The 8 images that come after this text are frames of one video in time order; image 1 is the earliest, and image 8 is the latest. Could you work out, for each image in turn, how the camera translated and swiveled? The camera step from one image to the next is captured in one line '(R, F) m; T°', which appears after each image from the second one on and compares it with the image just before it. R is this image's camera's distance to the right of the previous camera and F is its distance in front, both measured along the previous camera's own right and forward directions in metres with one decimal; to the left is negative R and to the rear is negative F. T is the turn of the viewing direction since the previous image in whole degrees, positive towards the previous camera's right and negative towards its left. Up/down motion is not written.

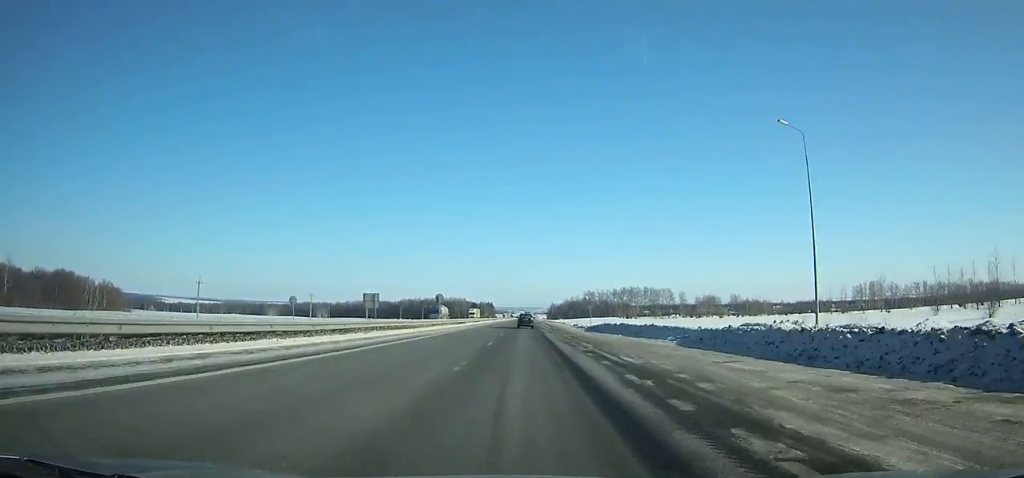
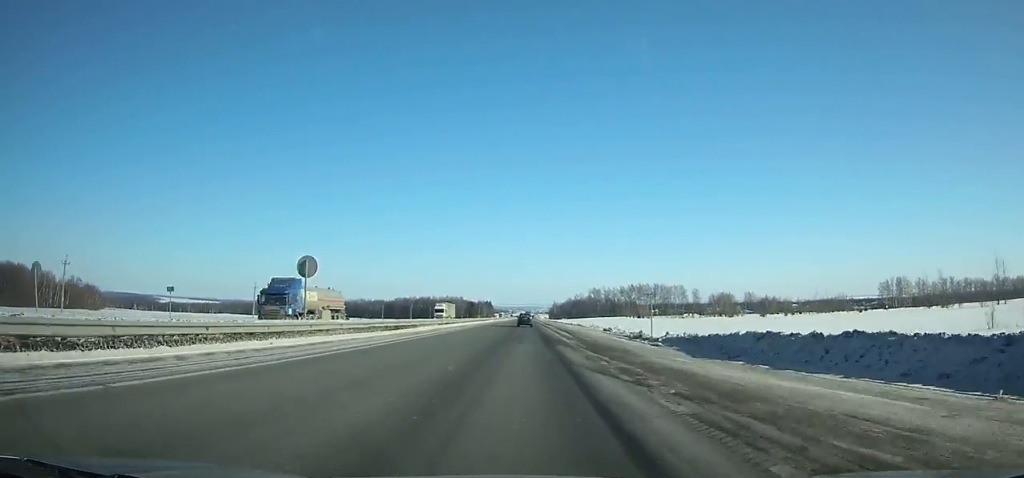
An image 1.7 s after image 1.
(0.0, +35.3) m; 0°
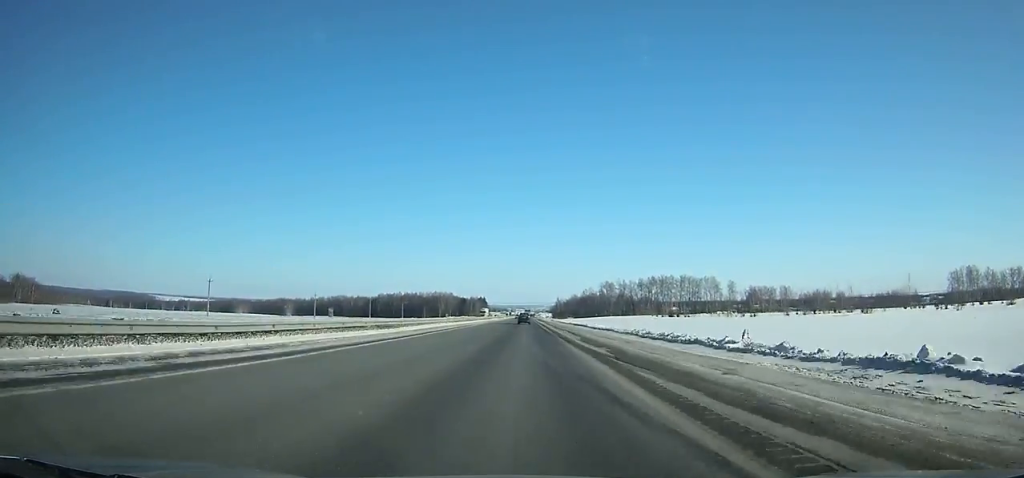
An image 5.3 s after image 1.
(-0.1, +78.0) m; 0°
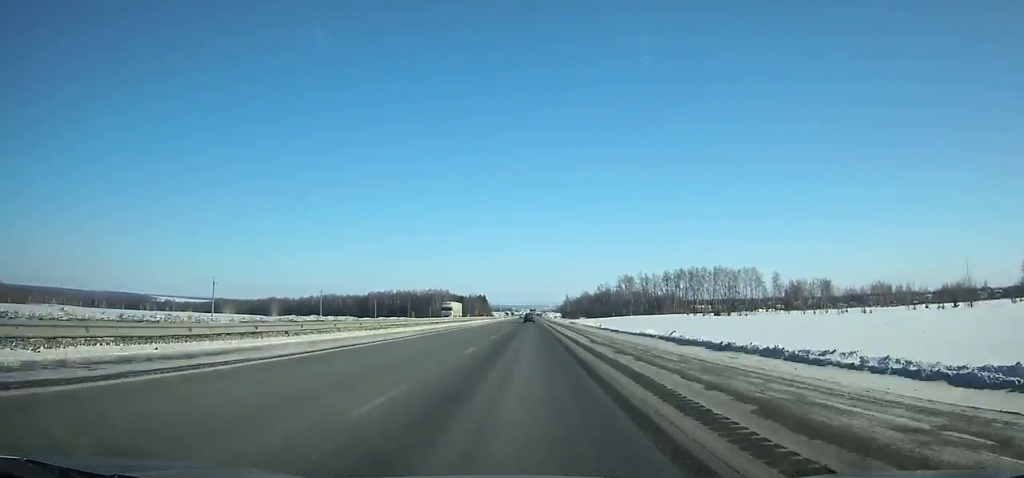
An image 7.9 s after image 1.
(-0.3, +57.7) m; 0°
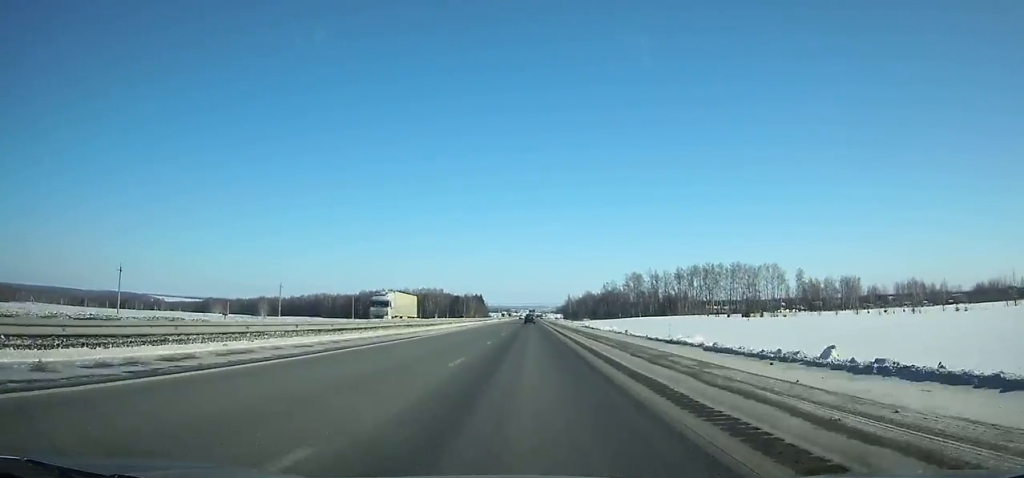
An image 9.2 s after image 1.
(0.0, +29.0) m; 0°
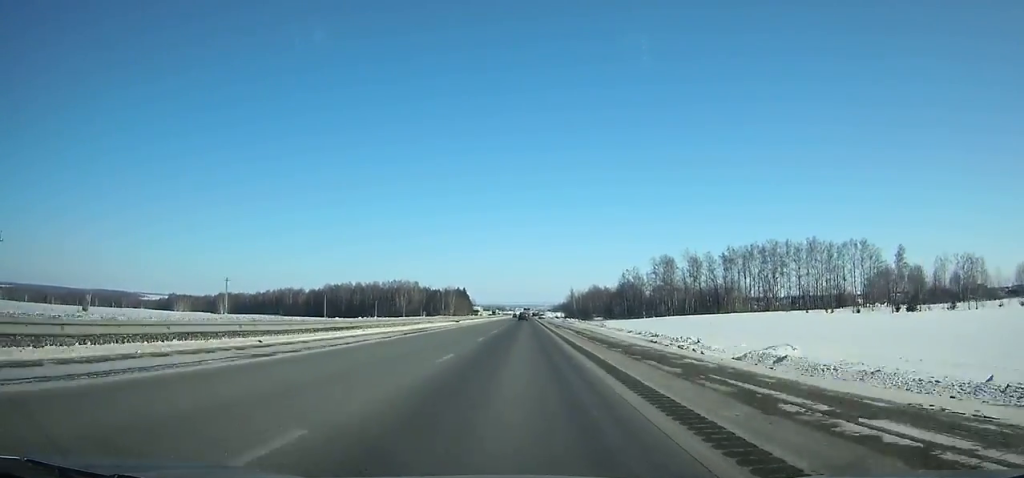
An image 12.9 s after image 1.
(+0.2, +83.0) m; 0°
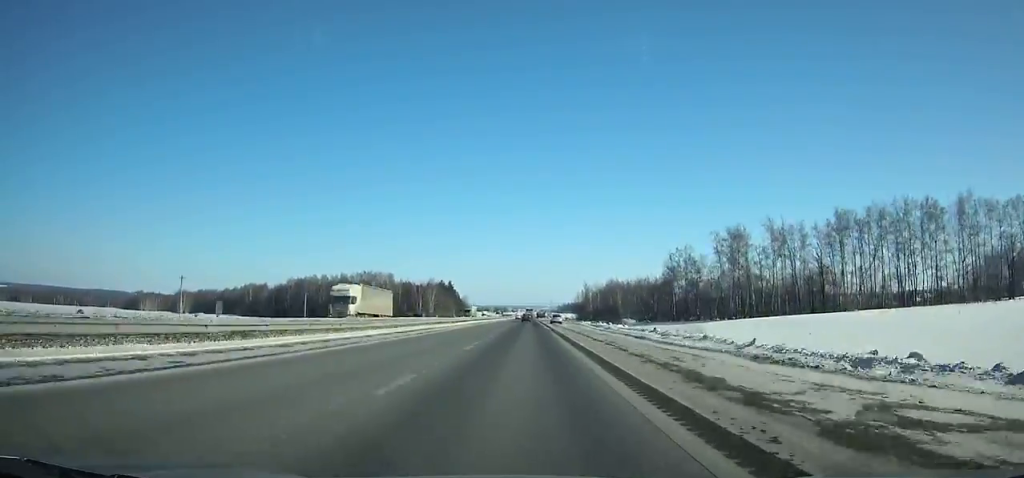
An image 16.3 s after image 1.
(-0.2, +76.2) m; 0°
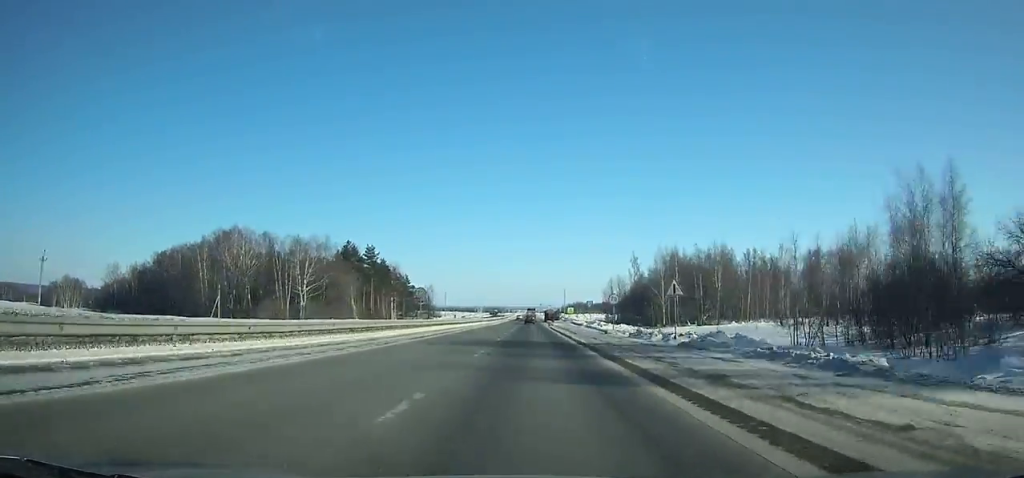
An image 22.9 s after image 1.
(-0.1, +145.7) m; 0°
